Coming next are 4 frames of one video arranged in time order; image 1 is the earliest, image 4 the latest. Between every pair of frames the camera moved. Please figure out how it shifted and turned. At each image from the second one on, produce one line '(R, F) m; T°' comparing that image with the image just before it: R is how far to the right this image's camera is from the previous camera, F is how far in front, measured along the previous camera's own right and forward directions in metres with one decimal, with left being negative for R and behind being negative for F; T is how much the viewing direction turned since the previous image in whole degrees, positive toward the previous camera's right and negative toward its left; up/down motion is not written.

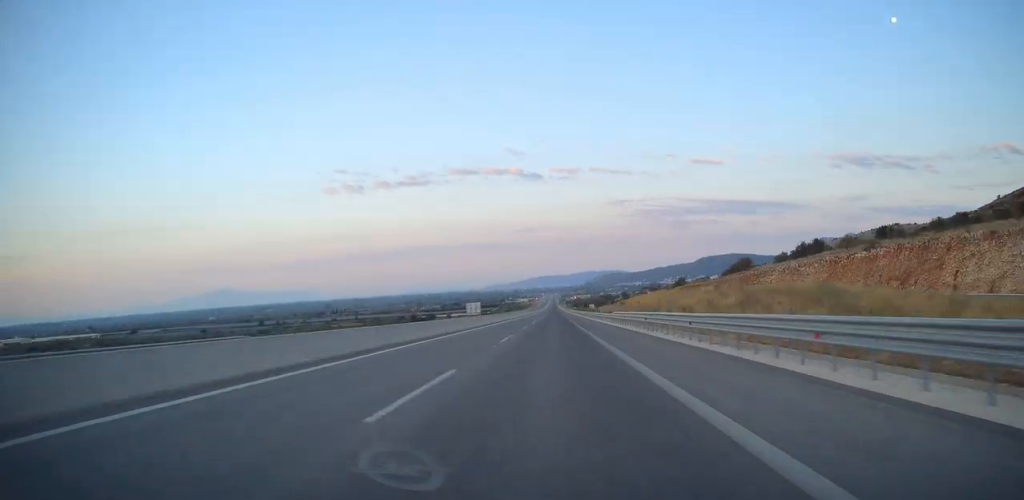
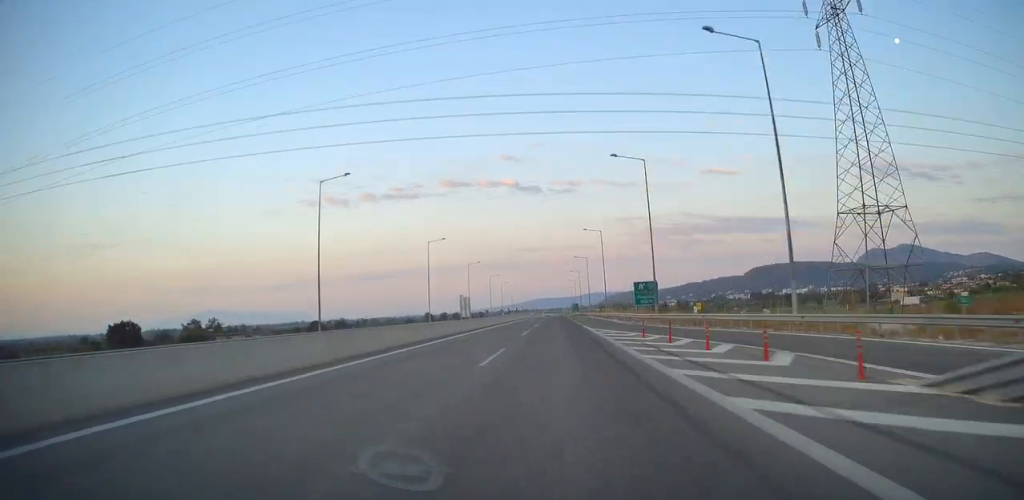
(-1.4, +1357.8) m; 0°
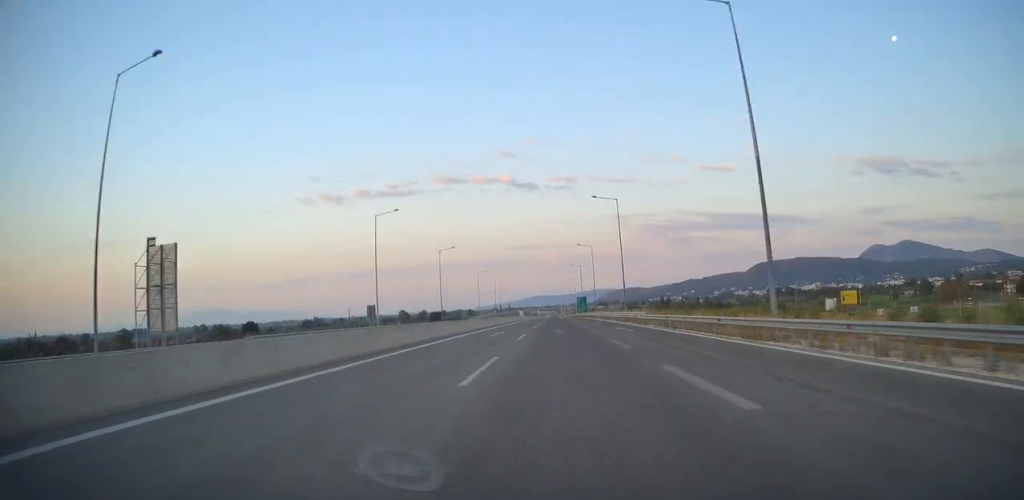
(-0.2, +132.7) m; 0°
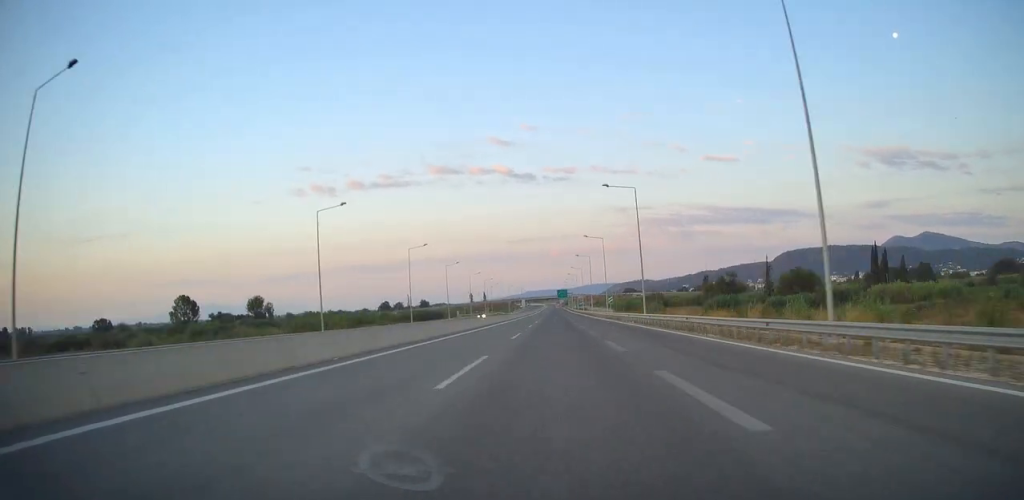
(+0.1, +471.3) m; 0°
